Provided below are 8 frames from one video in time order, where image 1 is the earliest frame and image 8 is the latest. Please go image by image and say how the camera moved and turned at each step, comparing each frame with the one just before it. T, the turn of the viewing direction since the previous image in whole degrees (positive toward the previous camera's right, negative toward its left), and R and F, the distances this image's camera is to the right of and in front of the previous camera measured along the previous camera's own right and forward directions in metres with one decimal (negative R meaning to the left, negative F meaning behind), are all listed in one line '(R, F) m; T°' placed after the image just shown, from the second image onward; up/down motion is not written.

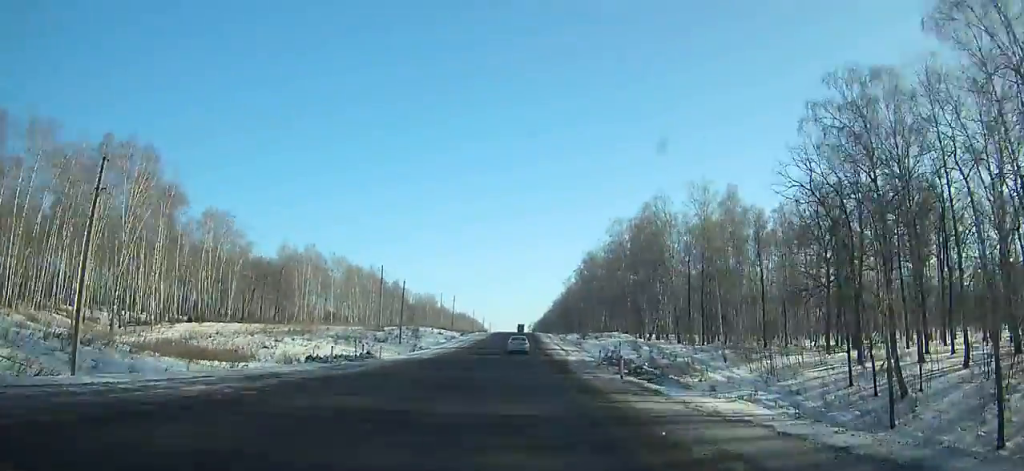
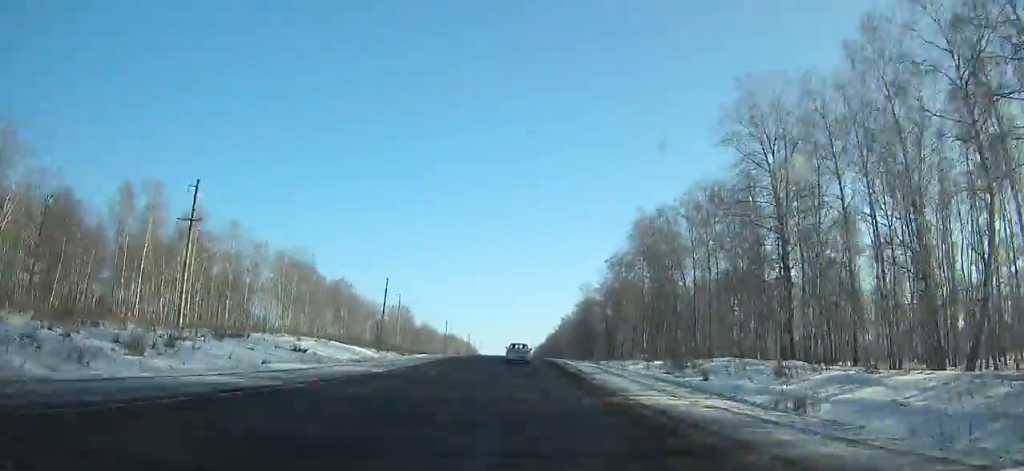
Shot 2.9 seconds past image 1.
(+0.2, +68.7) m; 0°
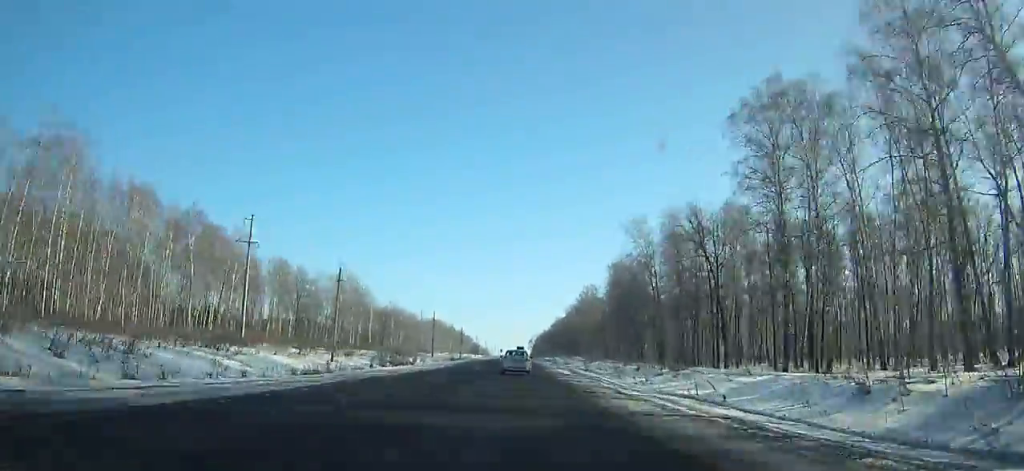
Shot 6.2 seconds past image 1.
(-1.0, +73.1) m; -3°
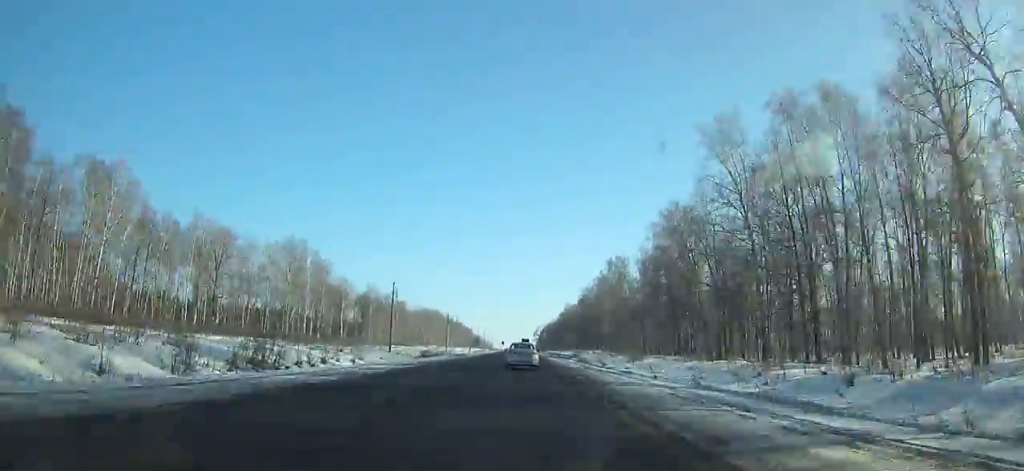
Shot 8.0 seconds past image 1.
(-2.6, +37.1) m; +2°
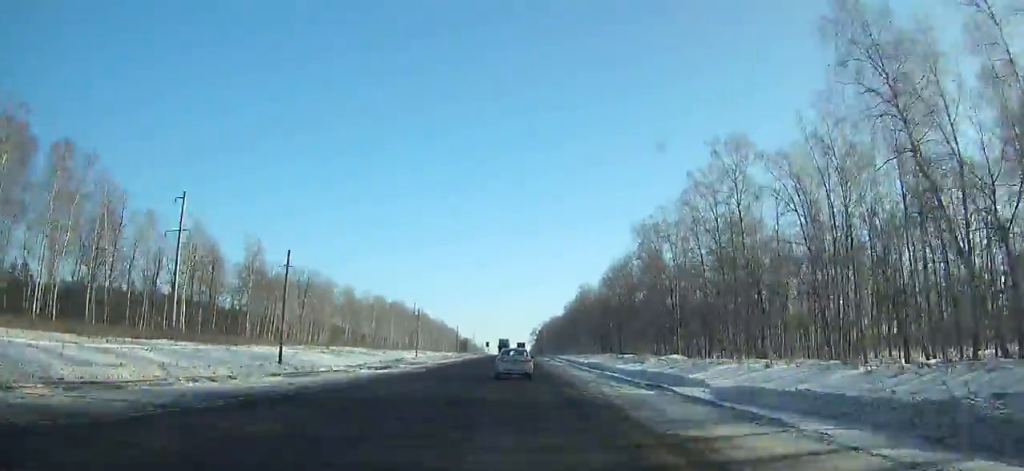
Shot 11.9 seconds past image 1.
(+6.3, +95.4) m; +4°
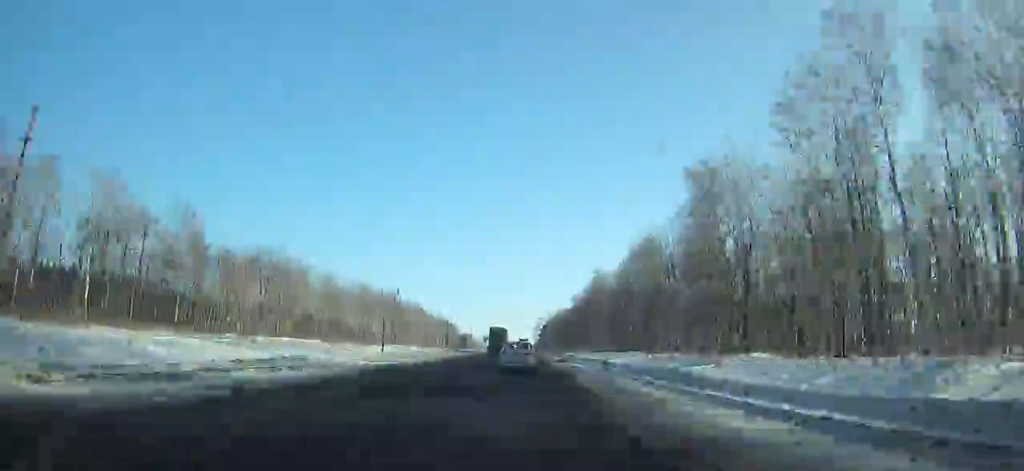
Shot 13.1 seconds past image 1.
(-0.9, +30.6) m; -1°
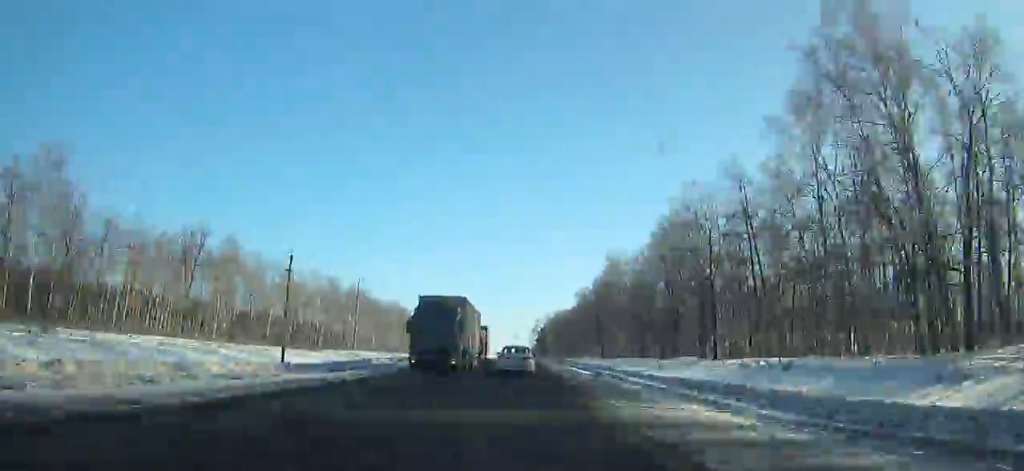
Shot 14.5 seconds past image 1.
(-0.5, +35.7) m; -1°
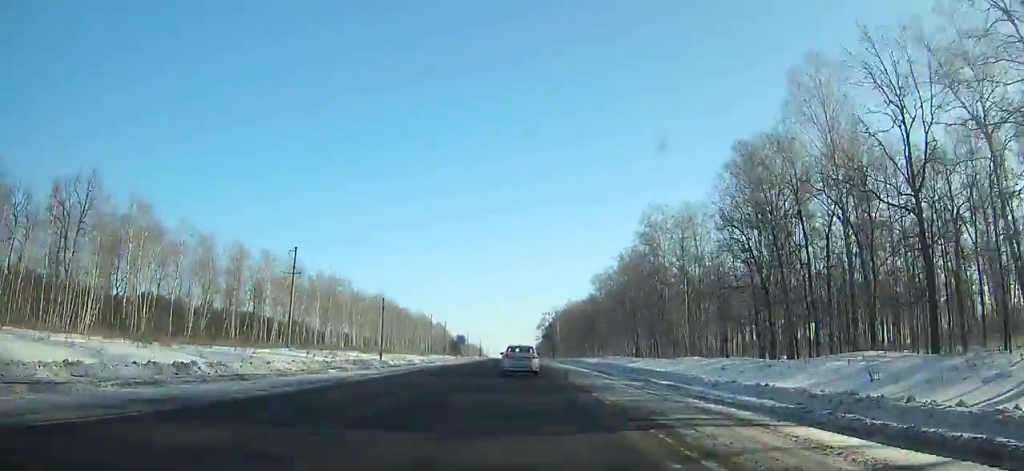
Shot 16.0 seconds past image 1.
(-0.3, +37.2) m; 0°
